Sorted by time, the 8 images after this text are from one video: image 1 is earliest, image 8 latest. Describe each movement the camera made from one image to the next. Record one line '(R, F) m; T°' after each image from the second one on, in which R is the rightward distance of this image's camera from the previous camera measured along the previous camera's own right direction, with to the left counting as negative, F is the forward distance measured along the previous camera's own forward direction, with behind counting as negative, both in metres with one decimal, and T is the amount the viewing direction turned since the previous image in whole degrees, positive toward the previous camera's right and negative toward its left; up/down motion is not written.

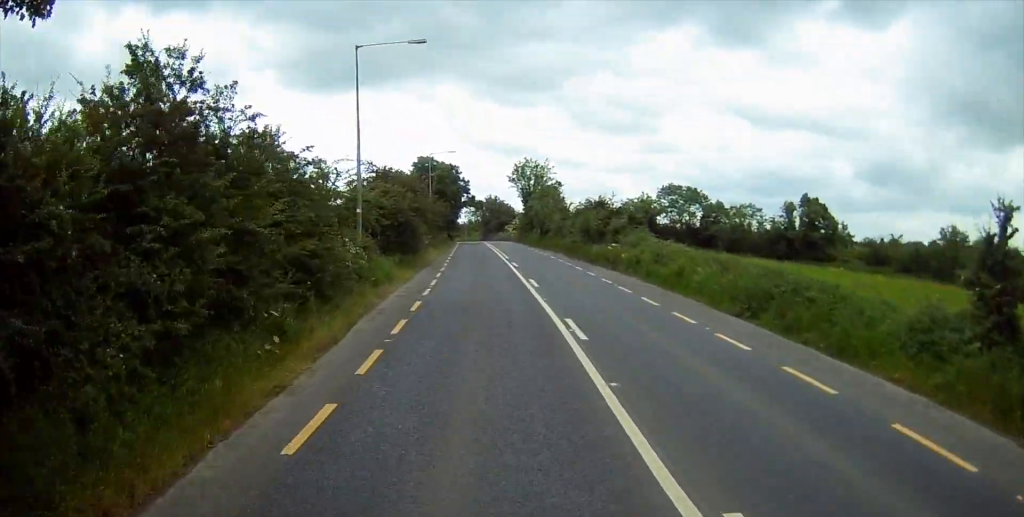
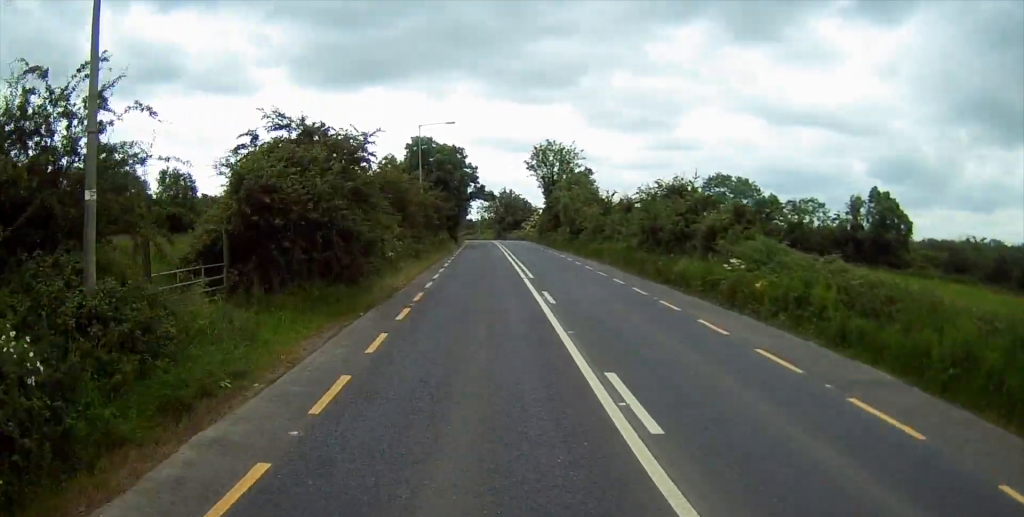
(0.0, +18.5) m; -1°
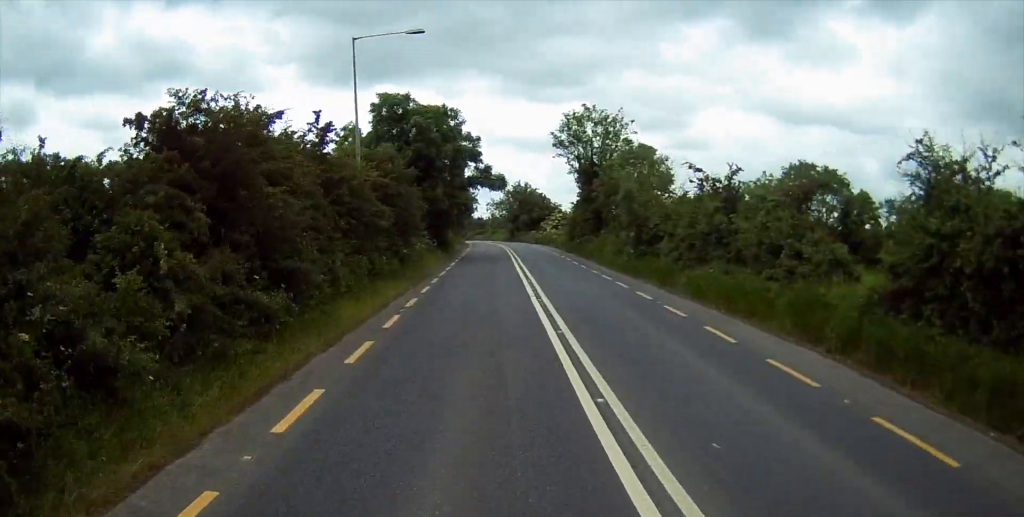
(-0.3, +24.7) m; -1°
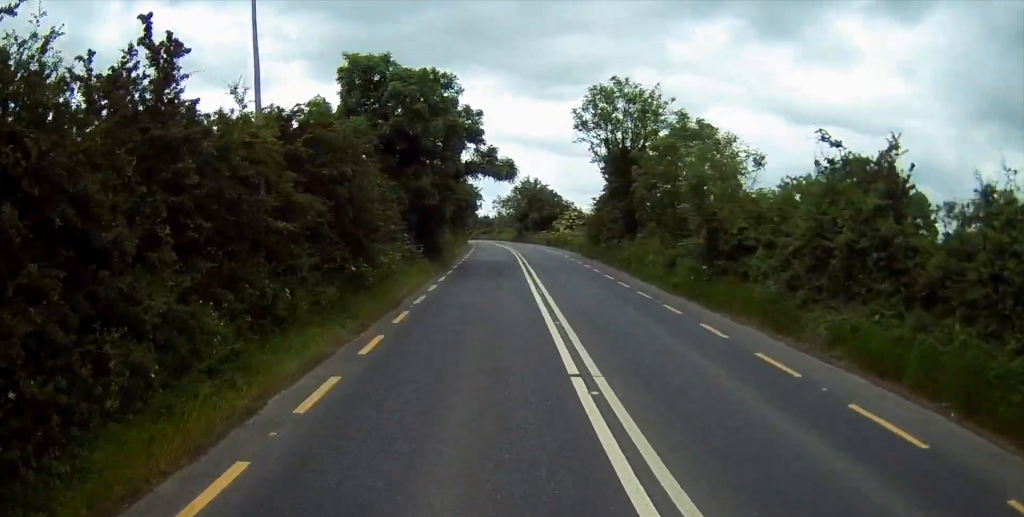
(0.0, +11.0) m; -1°
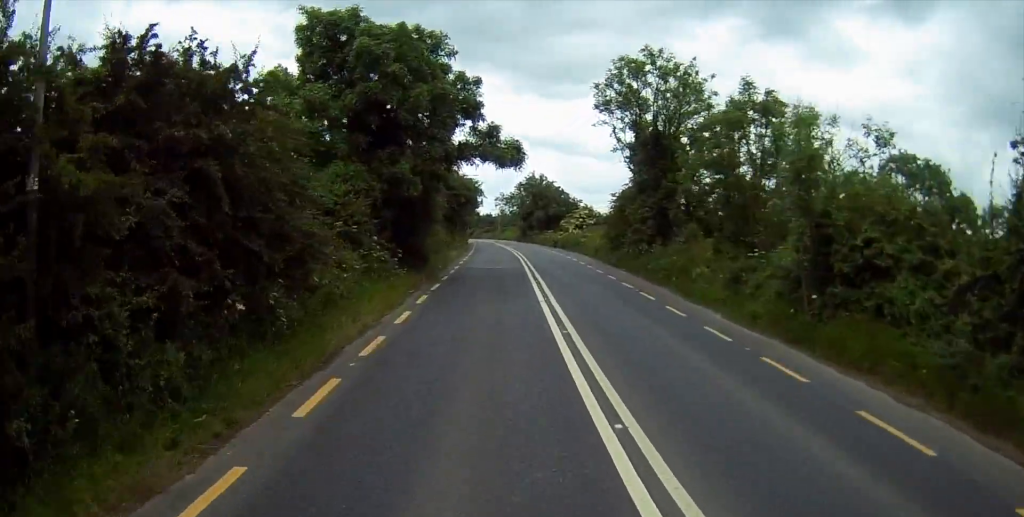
(-0.2, +8.1) m; -1°
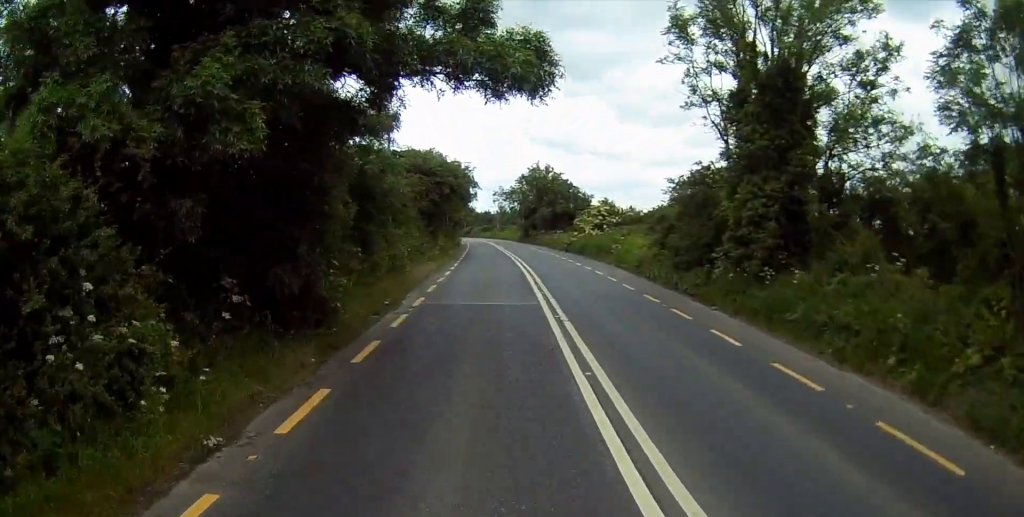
(-0.1, +17.0) m; -1°
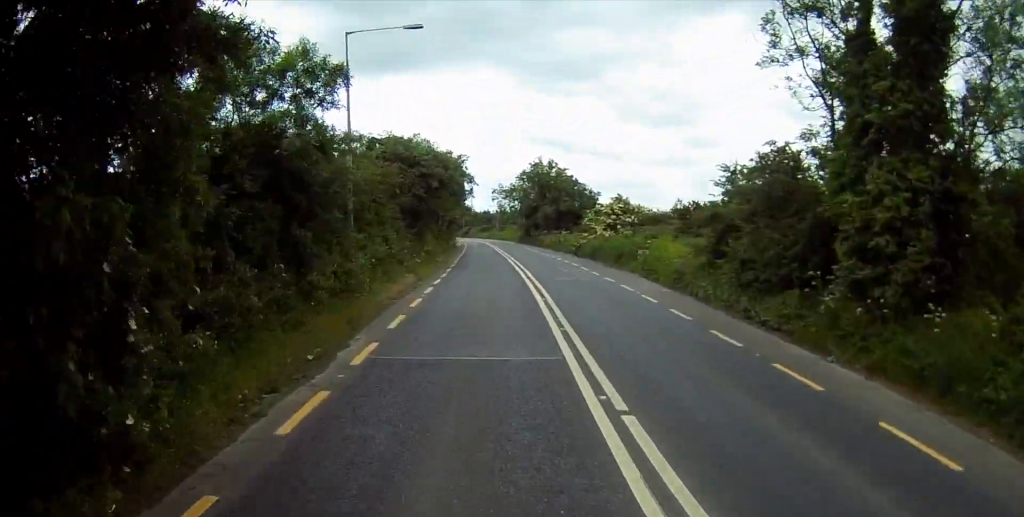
(0.0, +8.2) m; 0°
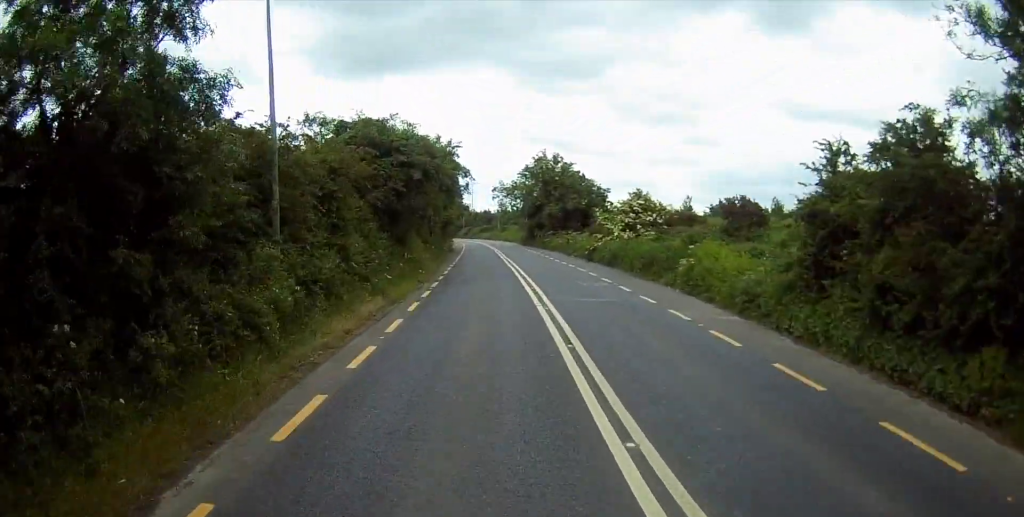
(-0.1, +8.1) m; 0°
